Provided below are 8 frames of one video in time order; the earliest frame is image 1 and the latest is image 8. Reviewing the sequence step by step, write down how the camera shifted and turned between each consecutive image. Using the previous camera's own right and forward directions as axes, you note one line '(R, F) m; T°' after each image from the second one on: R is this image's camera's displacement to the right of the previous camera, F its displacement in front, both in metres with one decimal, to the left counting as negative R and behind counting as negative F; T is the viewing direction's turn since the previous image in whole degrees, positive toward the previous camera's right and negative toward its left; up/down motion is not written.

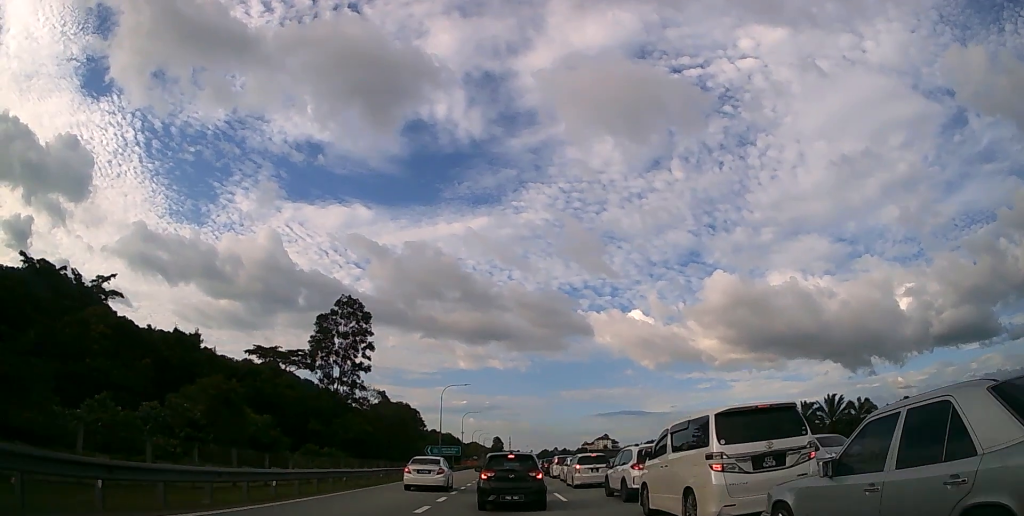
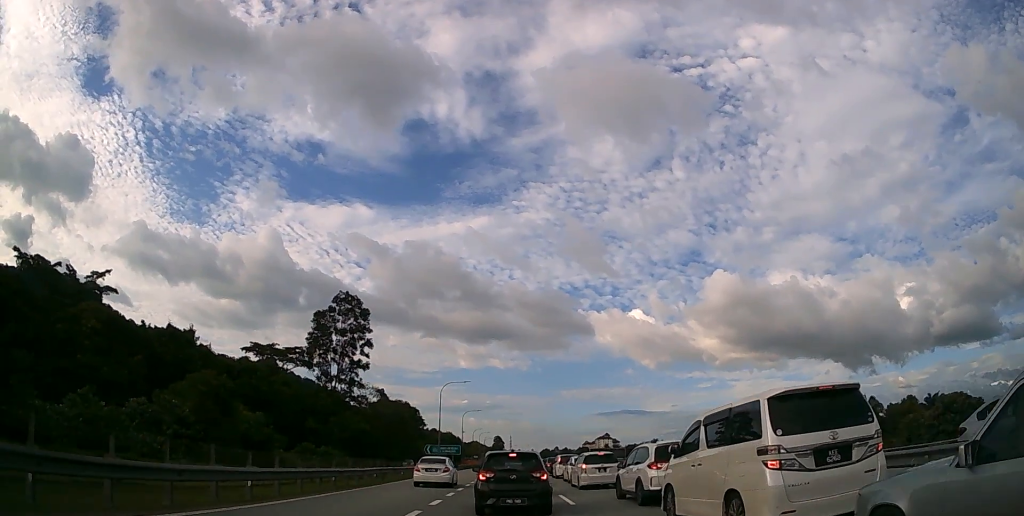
(0.0, +1.6) m; 0°
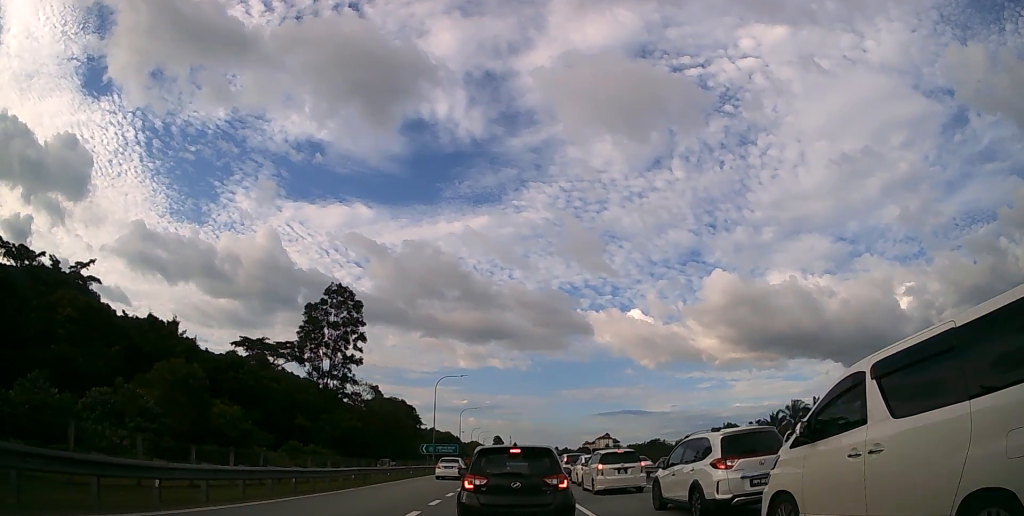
(0.0, +4.2) m; 0°
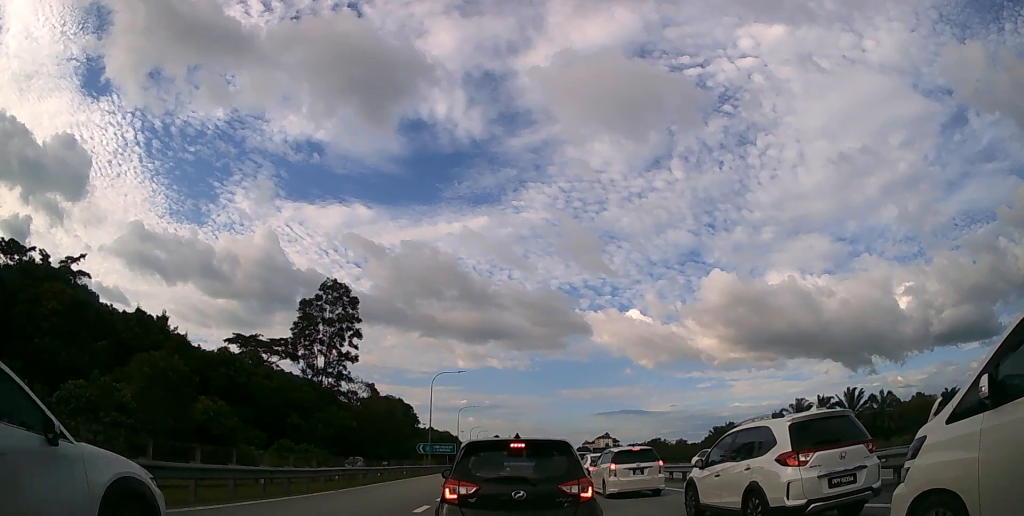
(0.0, +3.3) m; 0°
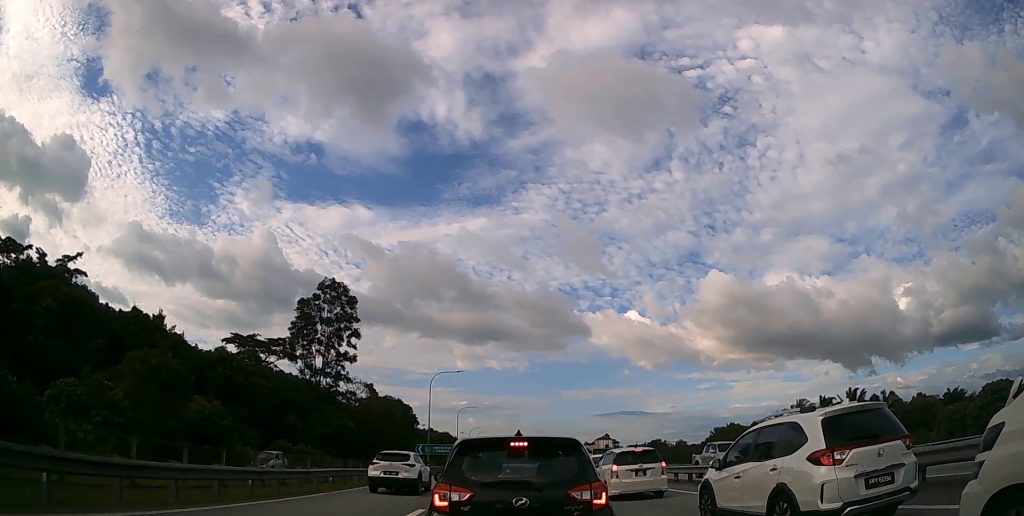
(0.0, +2.1) m; 0°
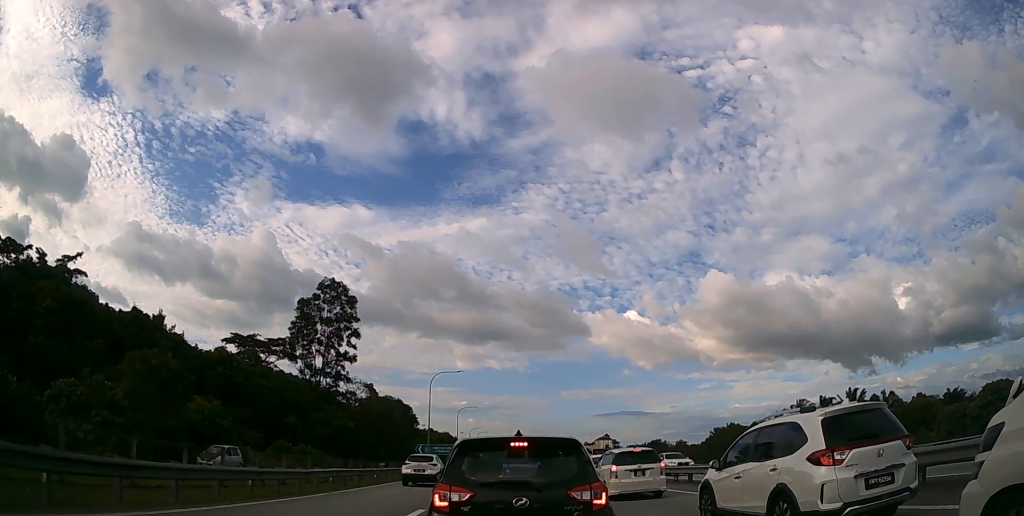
(0.0, +0.1) m; 0°
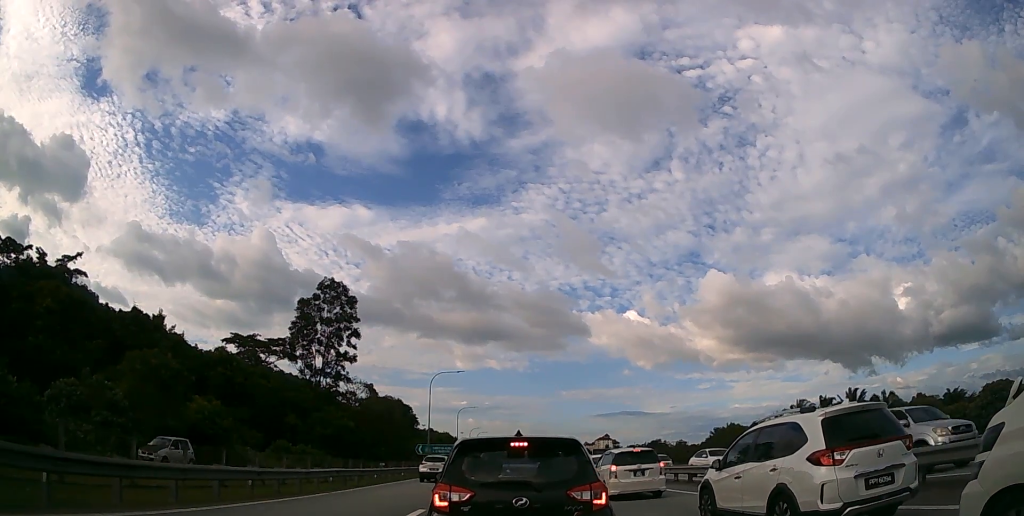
(0.0, 0.0) m; 0°
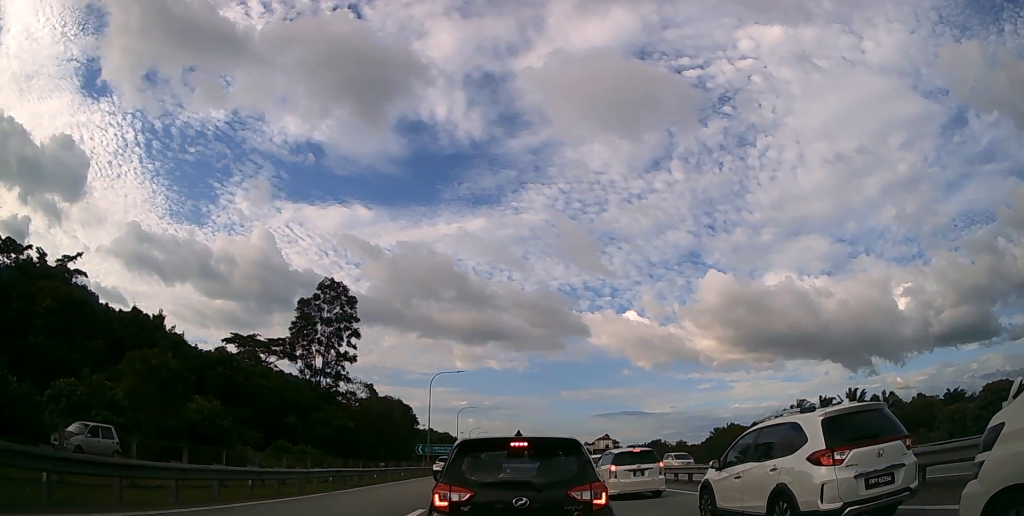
(0.0, 0.0) m; 0°
